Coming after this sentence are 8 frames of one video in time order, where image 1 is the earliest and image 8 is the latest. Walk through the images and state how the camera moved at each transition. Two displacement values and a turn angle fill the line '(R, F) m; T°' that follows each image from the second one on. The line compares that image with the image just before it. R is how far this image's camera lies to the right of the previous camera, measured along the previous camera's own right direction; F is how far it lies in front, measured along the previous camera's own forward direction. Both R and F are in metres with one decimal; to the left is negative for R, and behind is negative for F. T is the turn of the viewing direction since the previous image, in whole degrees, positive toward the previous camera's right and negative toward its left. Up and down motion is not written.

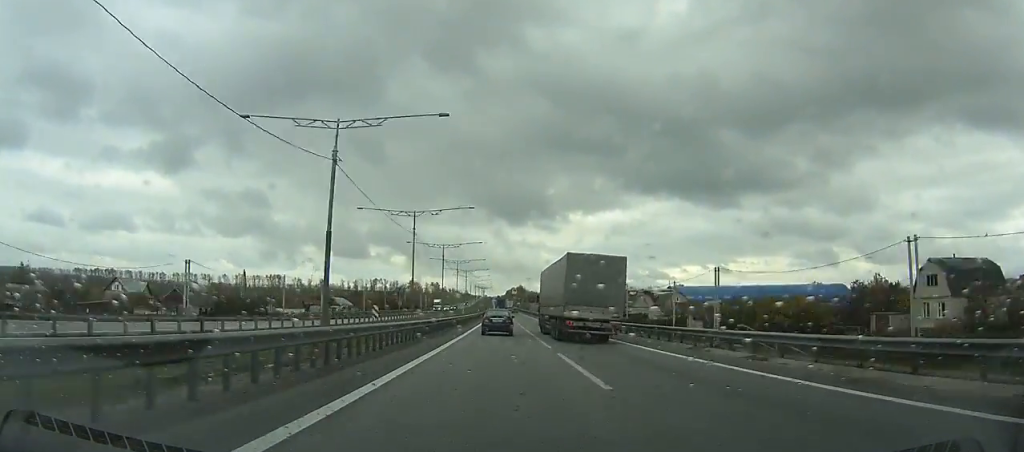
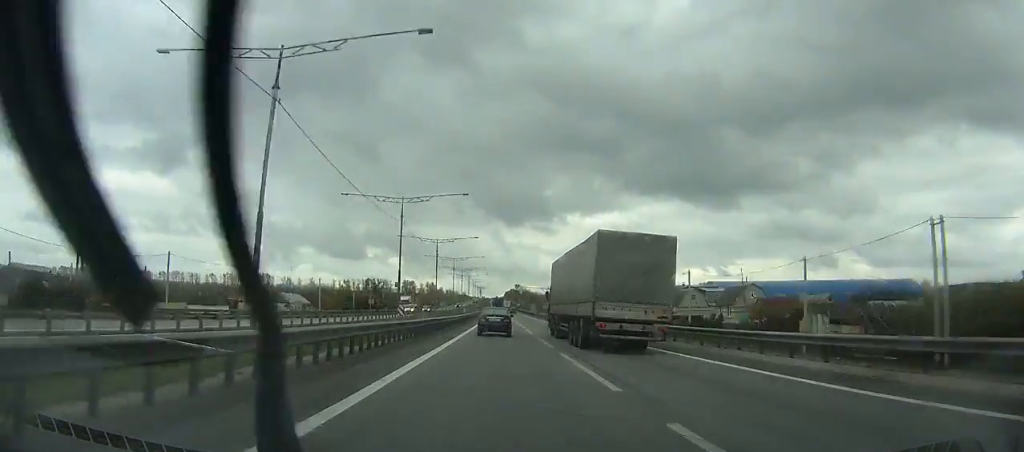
(+0.1, +37.5) m; 0°
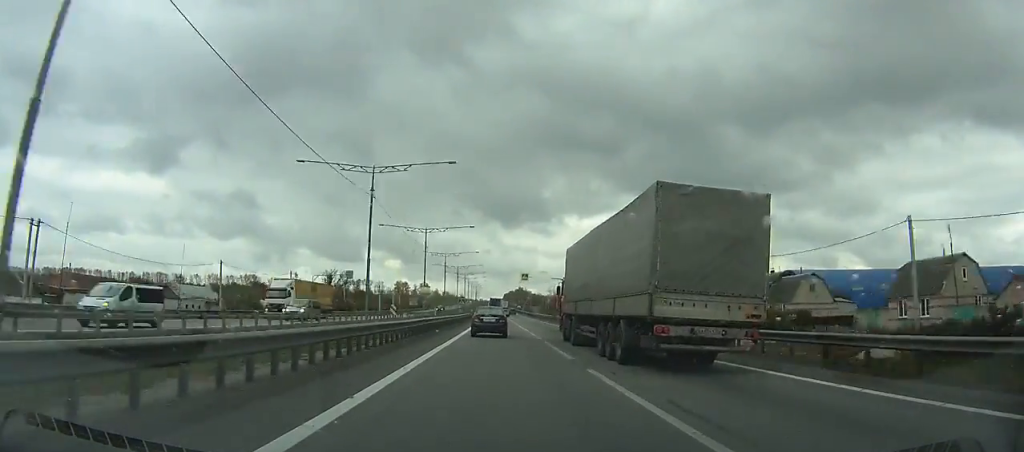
(-0.1, +41.9) m; 0°
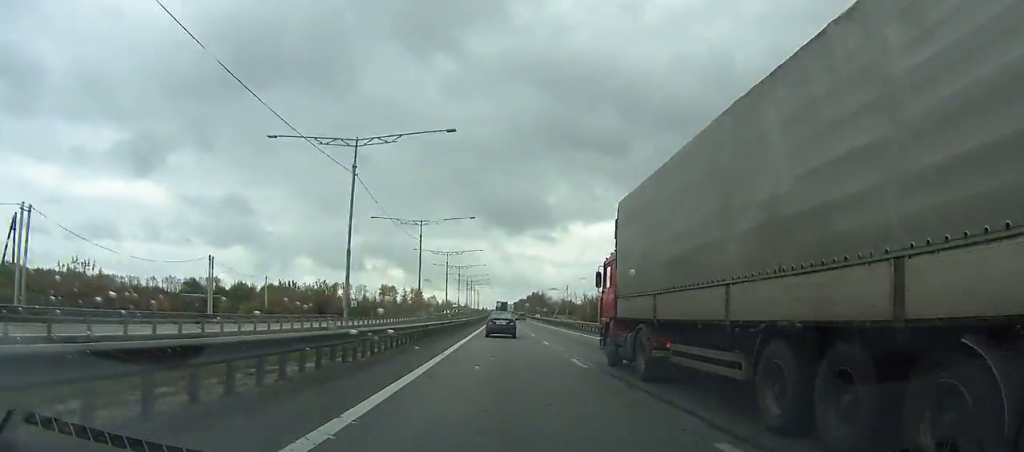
(-0.6, +139.4) m; 0°
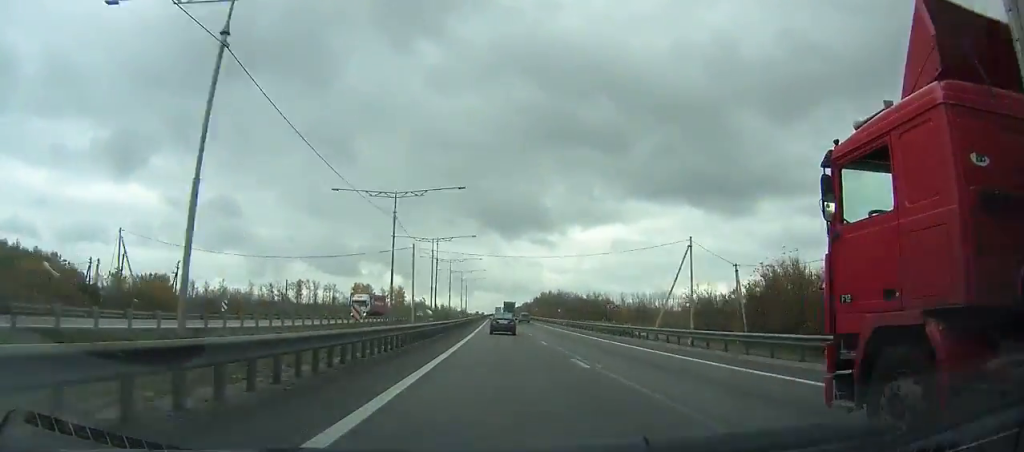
(-0.2, +107.7) m; 0°
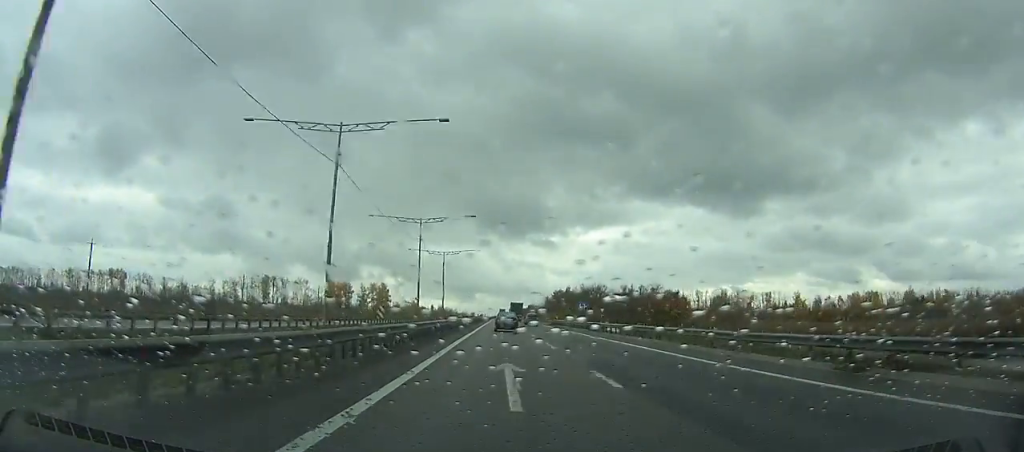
(-0.2, +77.4) m; 0°
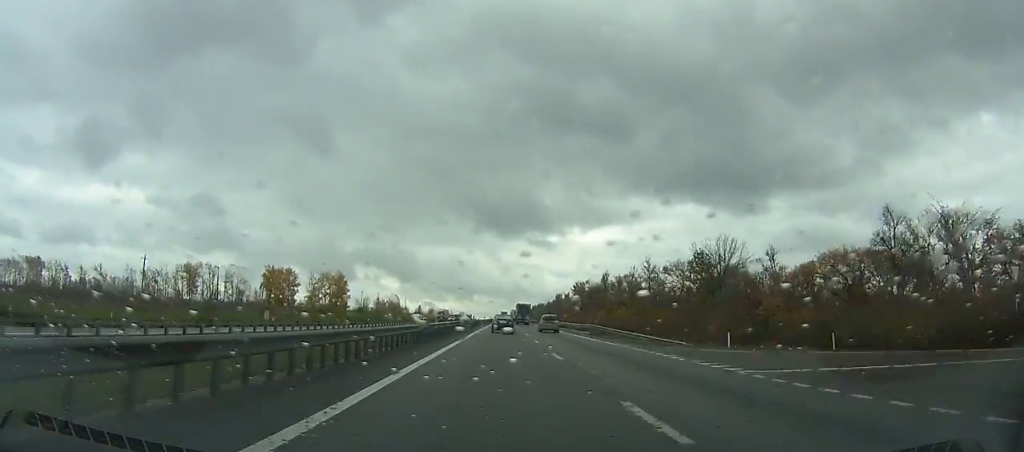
(-0.1, +99.8) m; 0°
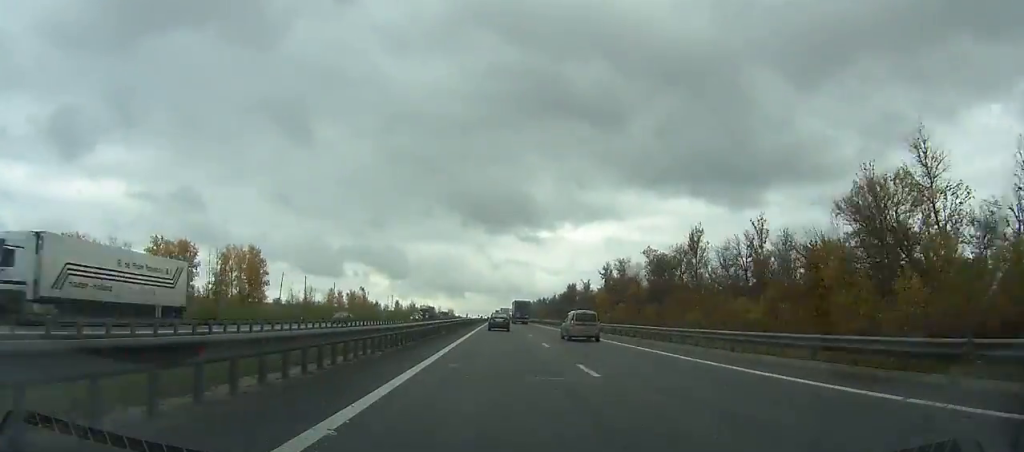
(-0.1, +88.5) m; 0°
